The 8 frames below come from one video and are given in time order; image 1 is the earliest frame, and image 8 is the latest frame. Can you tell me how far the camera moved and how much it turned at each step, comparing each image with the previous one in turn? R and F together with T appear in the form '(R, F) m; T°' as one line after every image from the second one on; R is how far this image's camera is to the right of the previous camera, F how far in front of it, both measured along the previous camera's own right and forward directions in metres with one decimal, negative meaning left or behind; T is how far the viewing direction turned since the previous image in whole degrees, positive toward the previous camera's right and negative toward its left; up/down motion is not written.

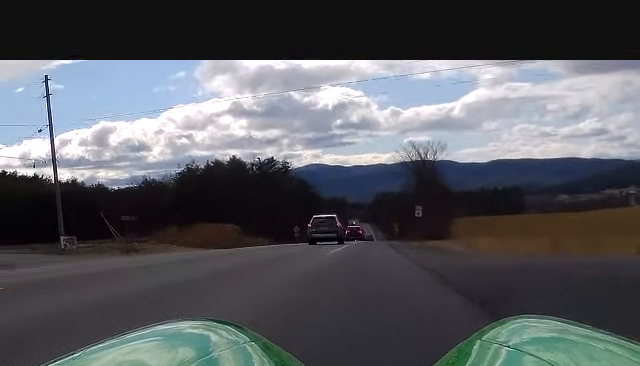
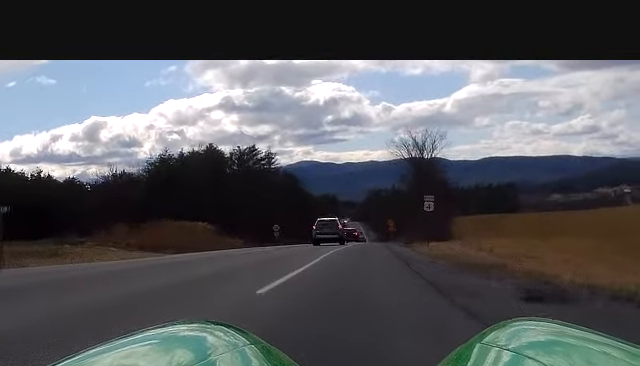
(-0.1, +16.4) m; 0°
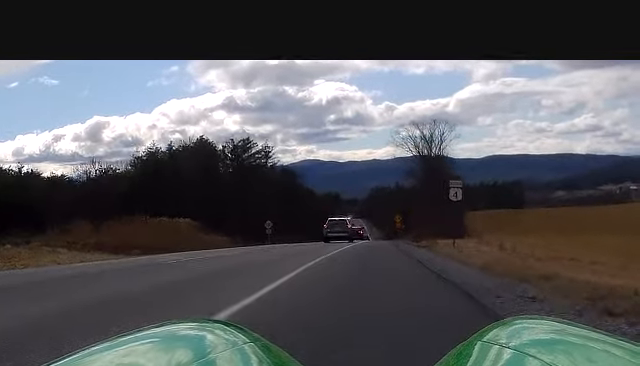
(+0.1, +12.3) m; +1°
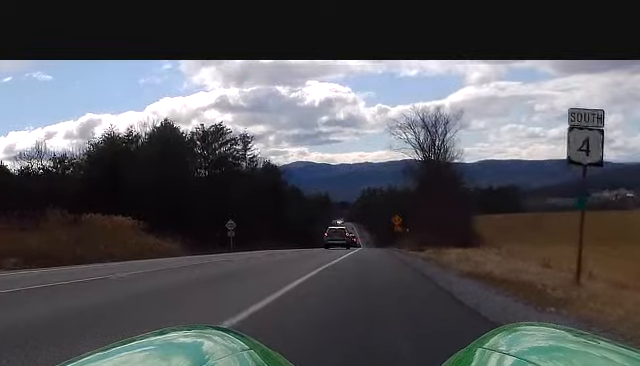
(+0.2, +24.4) m; +1°
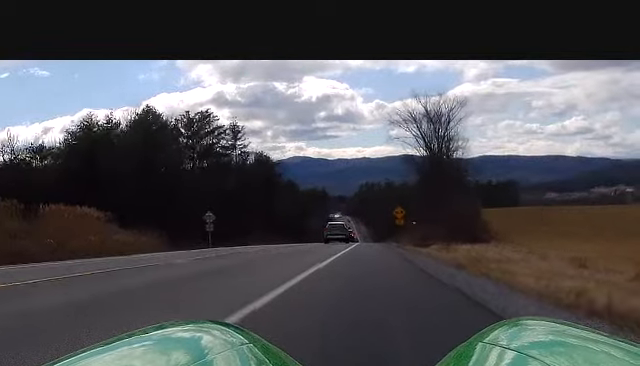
(0.0, +10.6) m; 0°
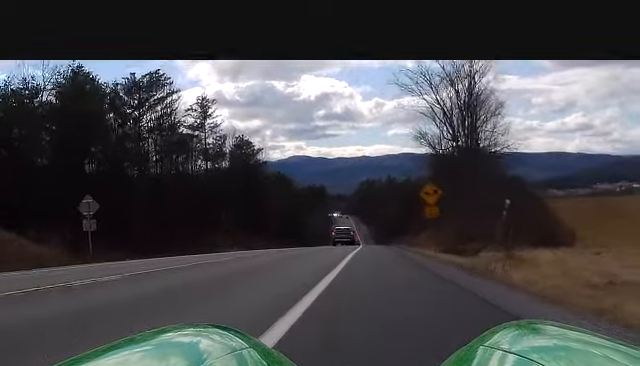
(+0.3, +32.0) m; +1°
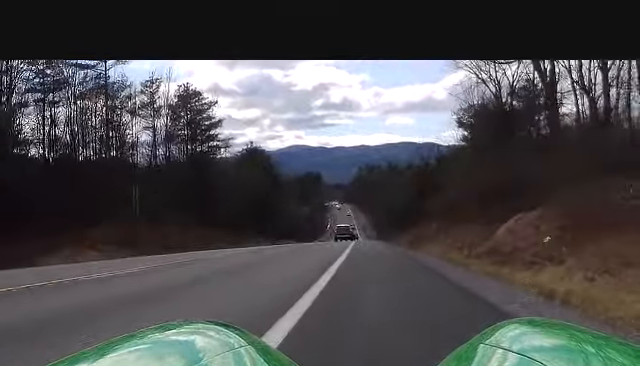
(0.0, +47.5) m; 0°
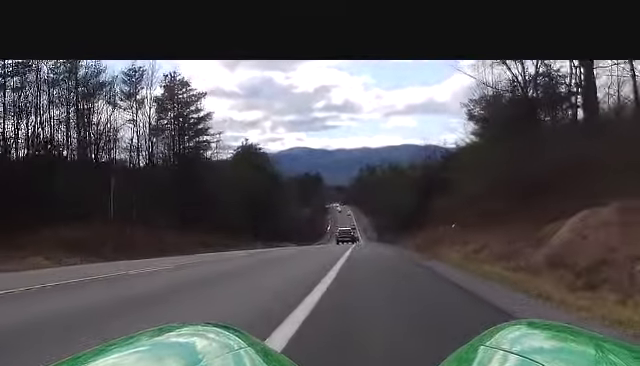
(0.0, +8.7) m; 0°
